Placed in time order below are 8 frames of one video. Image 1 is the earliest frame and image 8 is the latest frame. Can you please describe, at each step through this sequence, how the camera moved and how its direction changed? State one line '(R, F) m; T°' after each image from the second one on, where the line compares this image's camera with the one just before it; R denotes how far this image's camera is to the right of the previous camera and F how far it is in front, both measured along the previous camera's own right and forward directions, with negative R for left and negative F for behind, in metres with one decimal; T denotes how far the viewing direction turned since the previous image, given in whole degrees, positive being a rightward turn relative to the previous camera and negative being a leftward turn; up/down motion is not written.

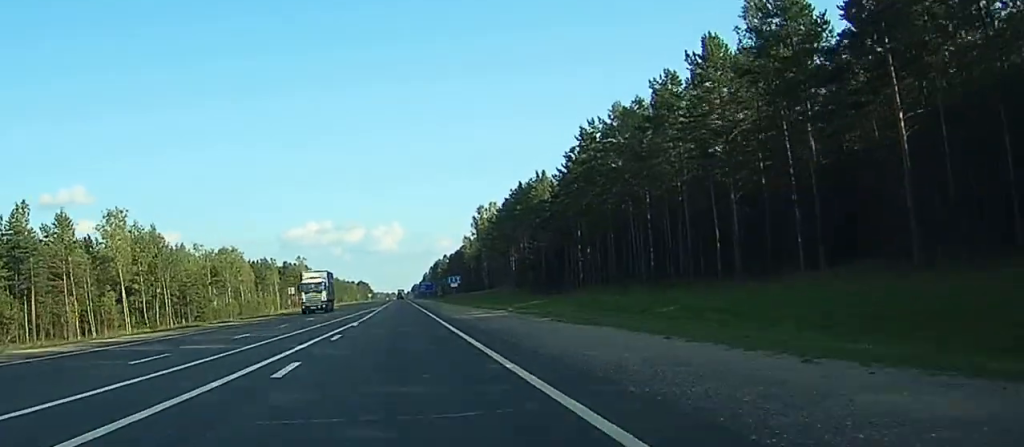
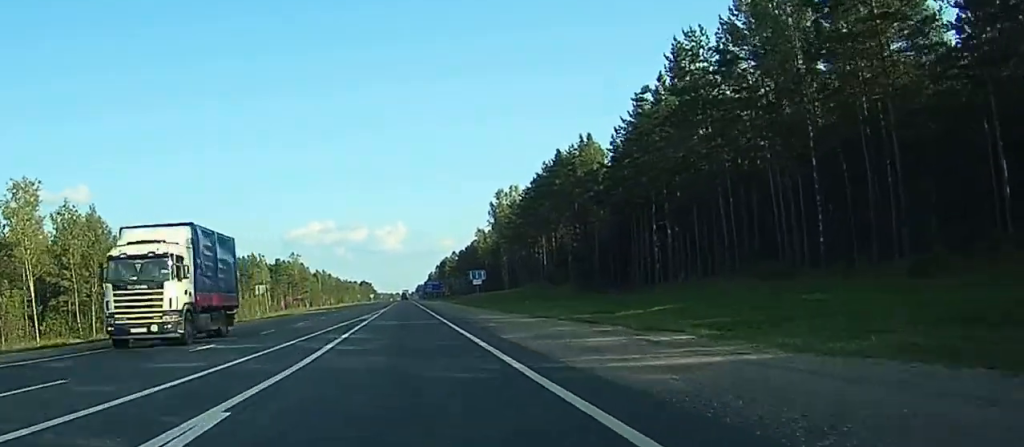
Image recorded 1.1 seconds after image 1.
(0.0, +31.3) m; 0°
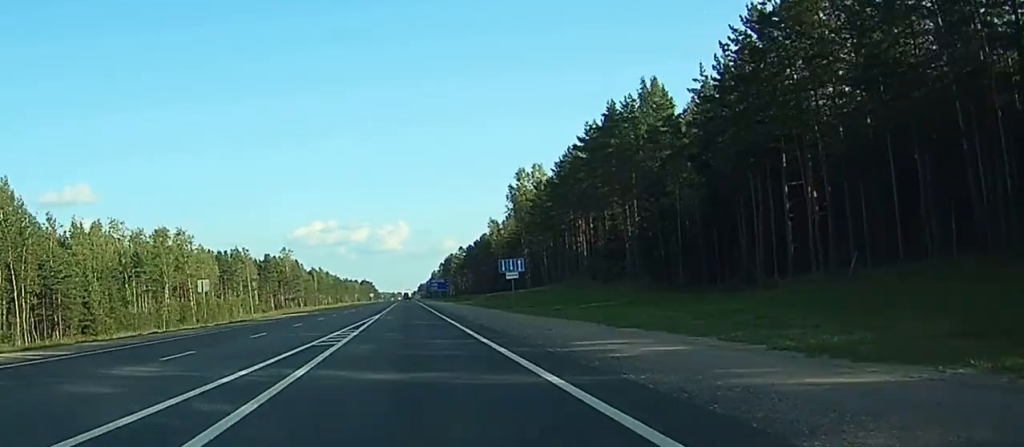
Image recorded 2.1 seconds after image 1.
(-0.1, +27.5) m; 0°
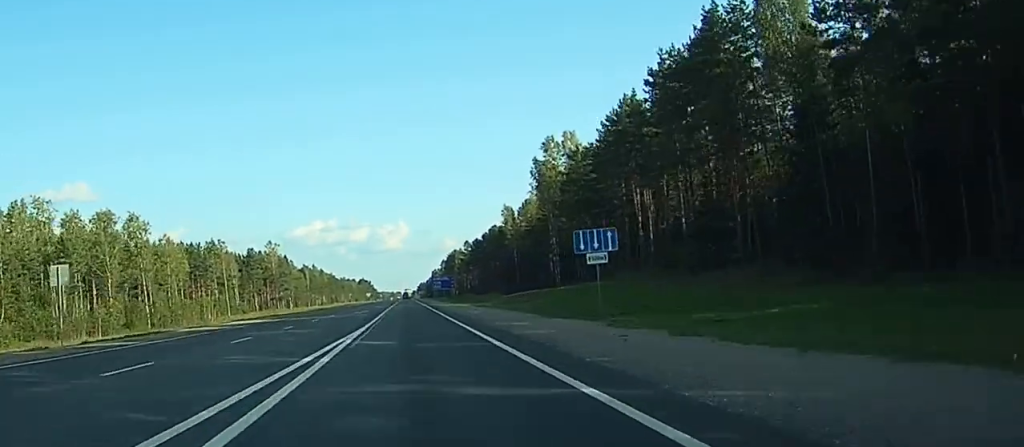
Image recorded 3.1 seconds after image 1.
(0.0, +28.4) m; 0°
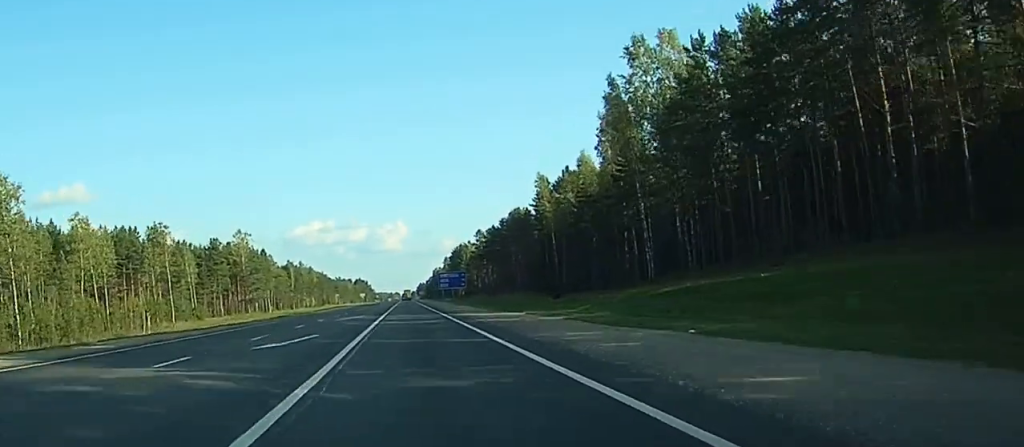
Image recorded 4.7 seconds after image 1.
(+0.1, +45.3) m; 0°
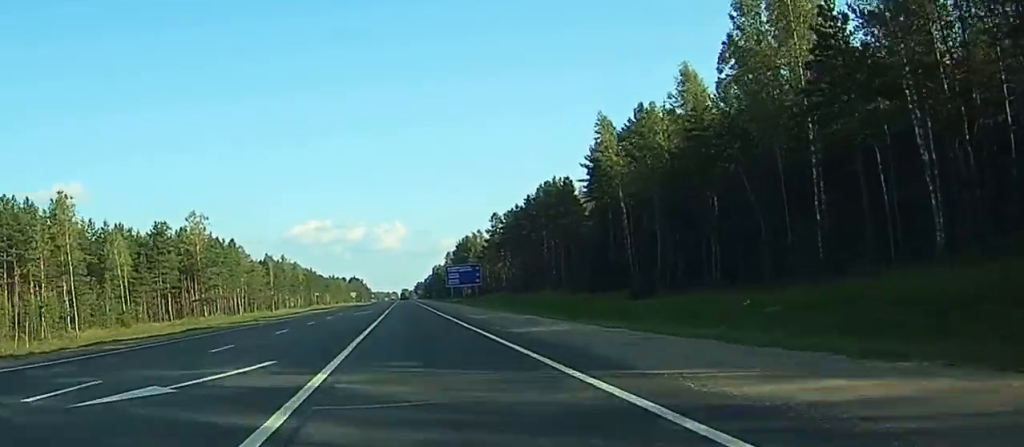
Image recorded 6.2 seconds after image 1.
(-0.2, +42.4) m; 0°
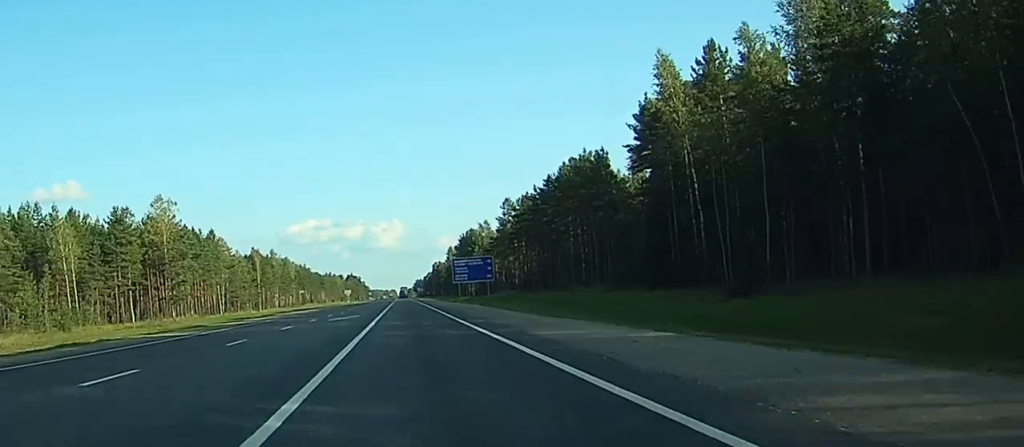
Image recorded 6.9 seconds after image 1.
(0.0, +21.7) m; 0°
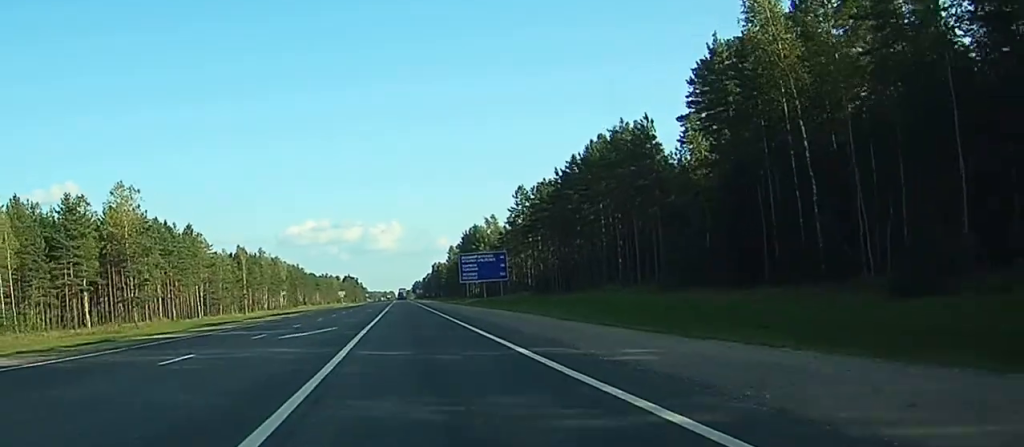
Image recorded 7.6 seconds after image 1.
(0.0, +18.9) m; 0°
